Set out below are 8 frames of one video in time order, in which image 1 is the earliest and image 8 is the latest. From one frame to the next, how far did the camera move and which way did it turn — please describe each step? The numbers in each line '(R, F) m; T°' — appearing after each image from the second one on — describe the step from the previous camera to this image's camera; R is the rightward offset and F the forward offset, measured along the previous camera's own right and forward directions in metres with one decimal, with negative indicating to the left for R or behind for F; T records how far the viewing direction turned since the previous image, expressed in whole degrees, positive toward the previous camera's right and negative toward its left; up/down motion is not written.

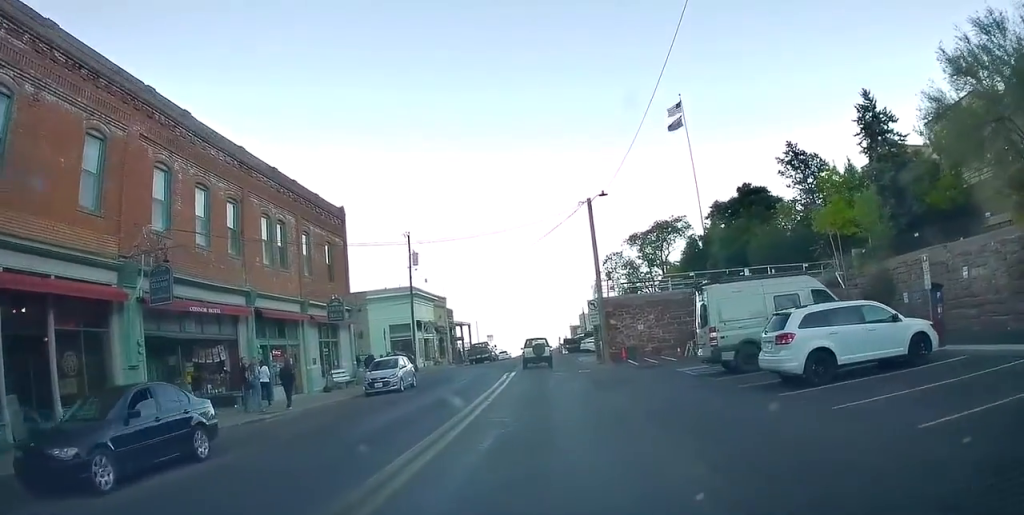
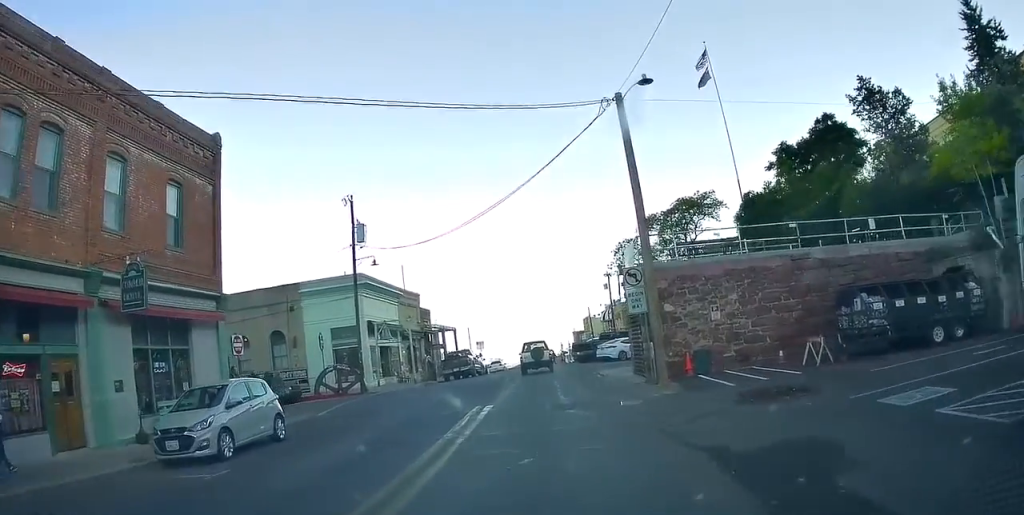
(-0.2, +15.3) m; 0°
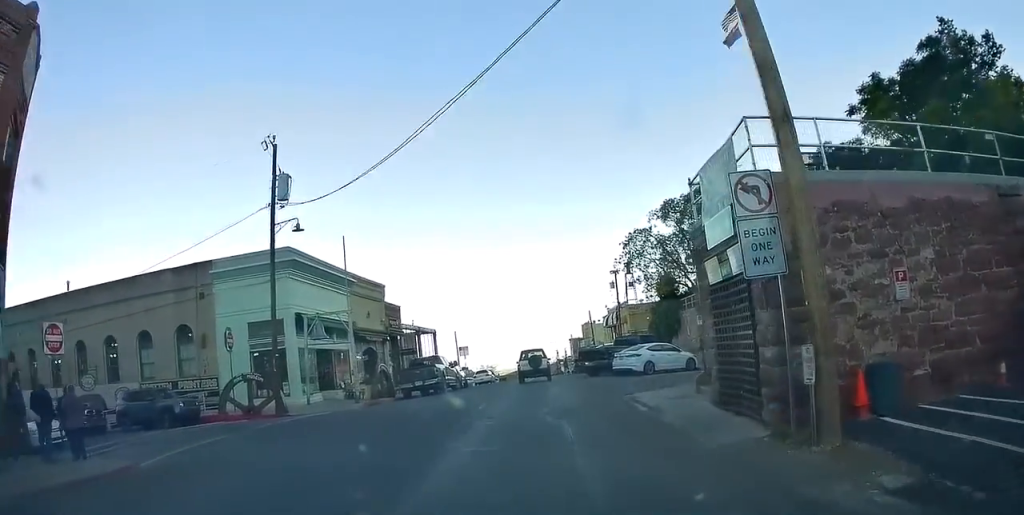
(+0.8, +10.9) m; +2°
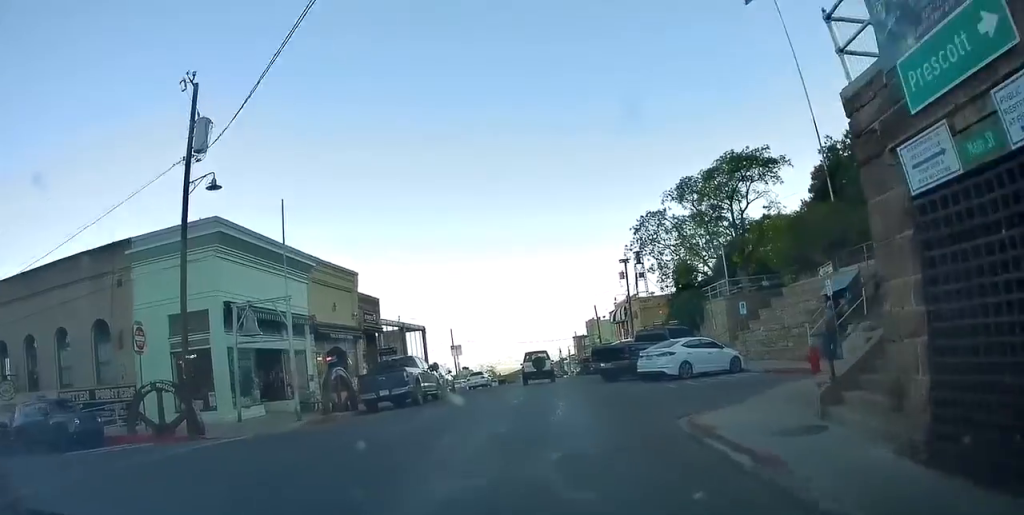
(-0.2, +6.6) m; +1°
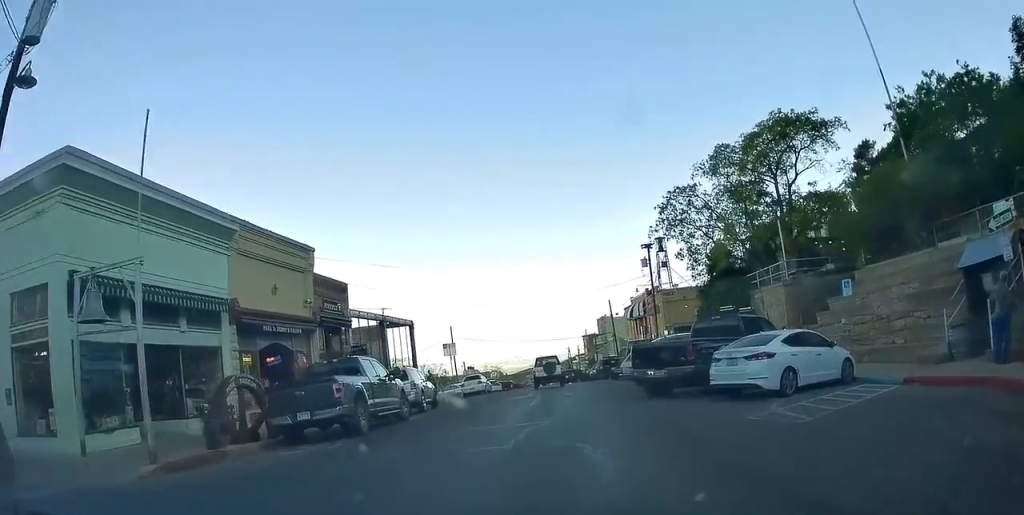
(+0.5, +8.3) m; +1°
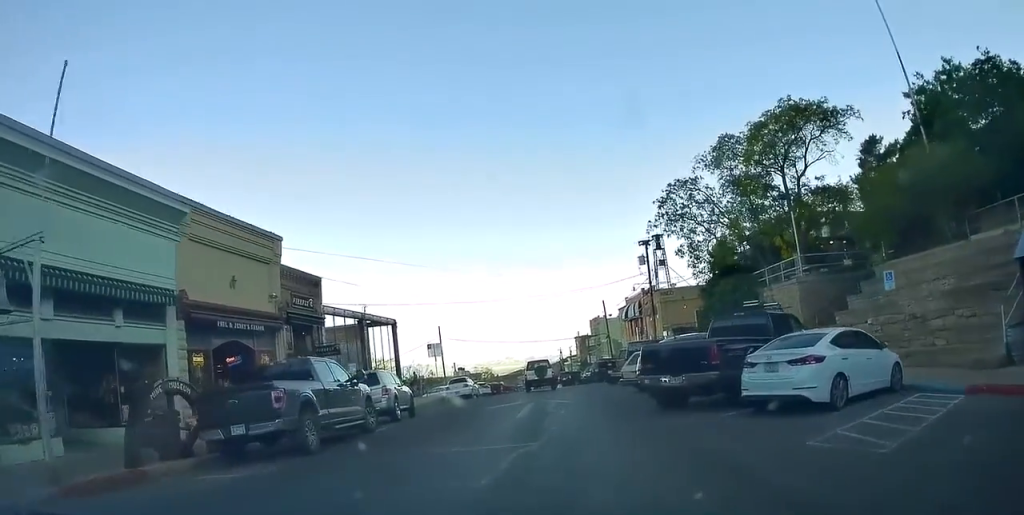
(-0.2, +2.7) m; -2°
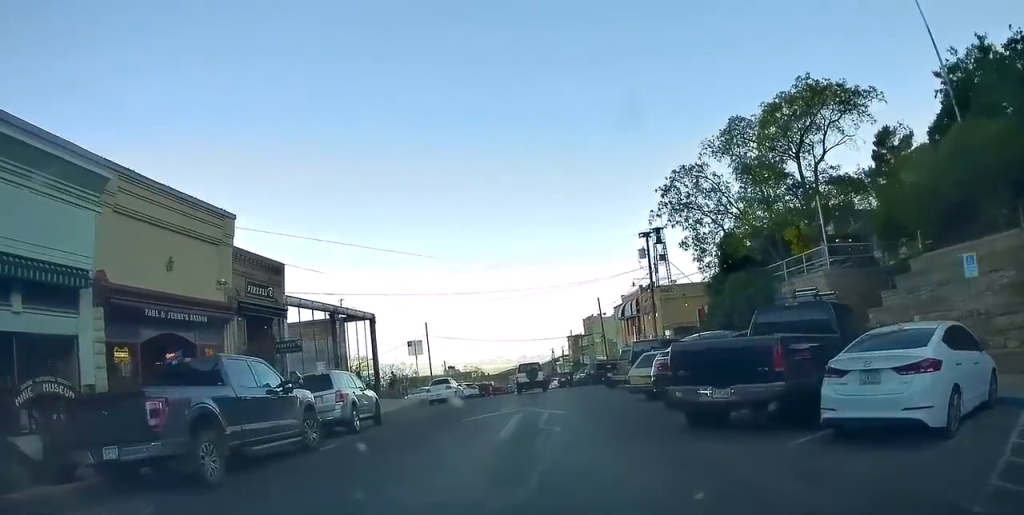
(-0.2, +3.5) m; -4°
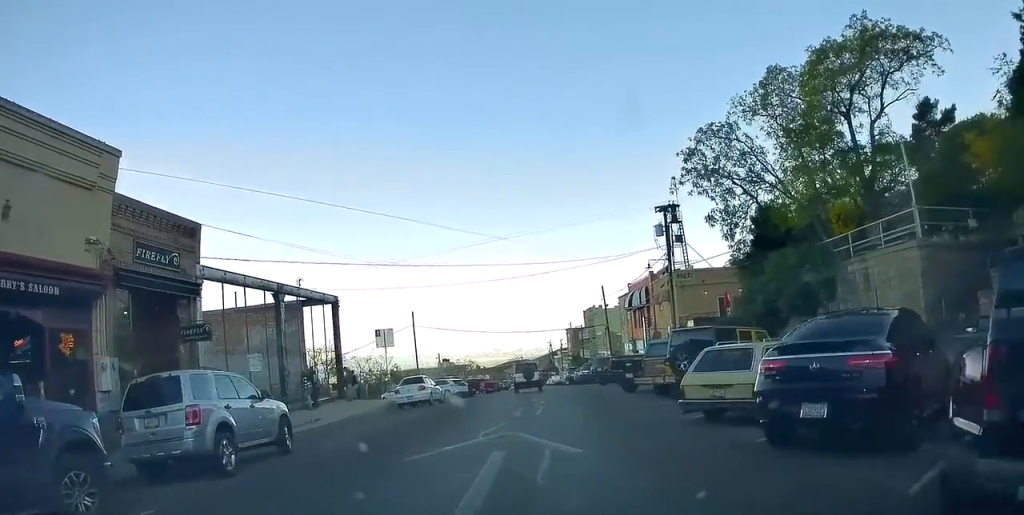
(-0.1, +6.8) m; +2°
